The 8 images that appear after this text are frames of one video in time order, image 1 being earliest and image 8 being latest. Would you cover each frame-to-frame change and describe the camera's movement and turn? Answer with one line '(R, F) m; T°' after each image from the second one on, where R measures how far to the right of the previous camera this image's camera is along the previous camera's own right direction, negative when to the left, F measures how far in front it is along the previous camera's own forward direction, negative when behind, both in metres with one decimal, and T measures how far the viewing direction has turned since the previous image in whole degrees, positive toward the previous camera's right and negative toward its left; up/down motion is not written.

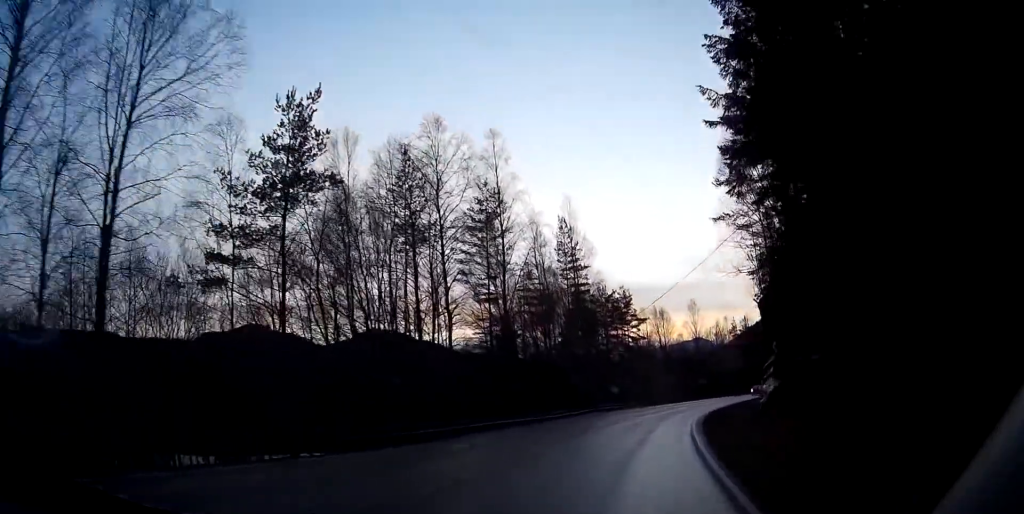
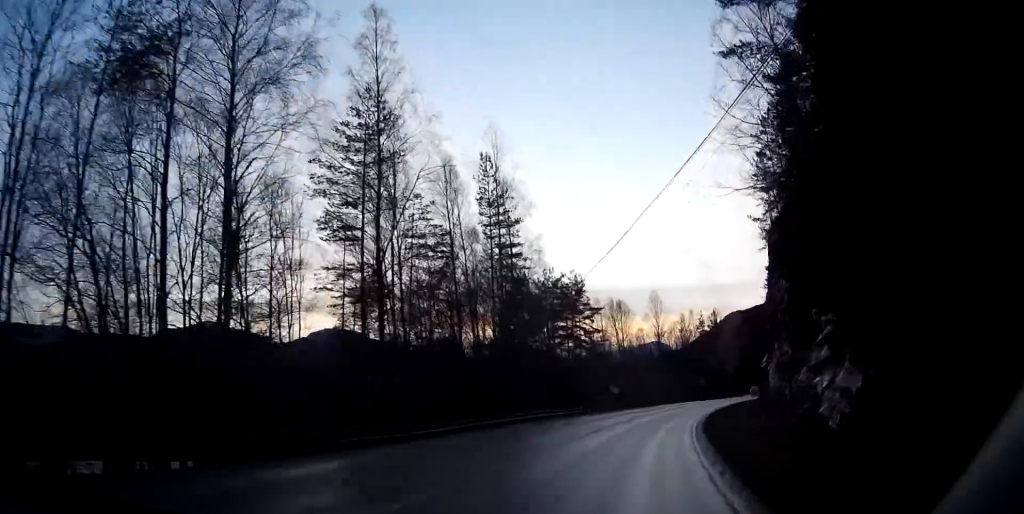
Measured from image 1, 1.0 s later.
(+0.7, +18.1) m; +3°
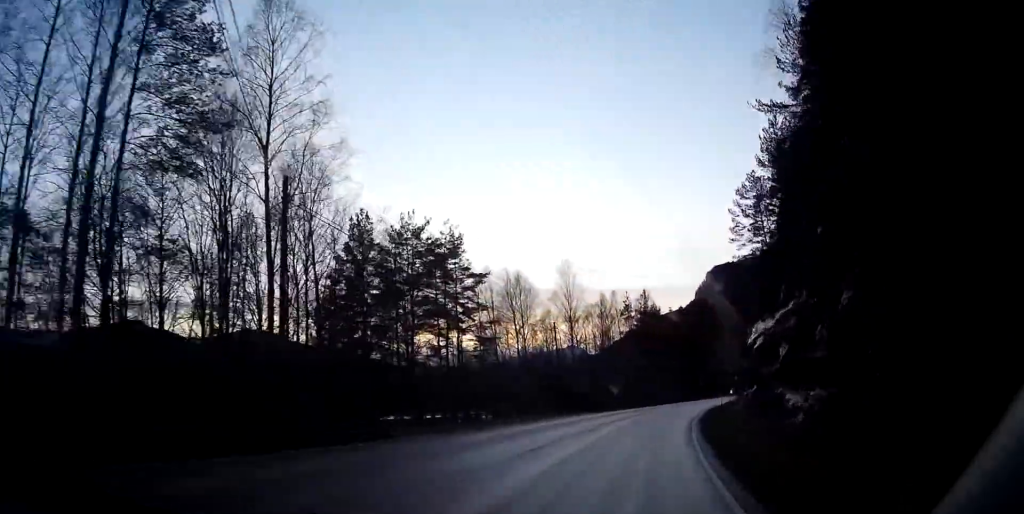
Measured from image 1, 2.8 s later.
(+0.5, +31.1) m; +2°
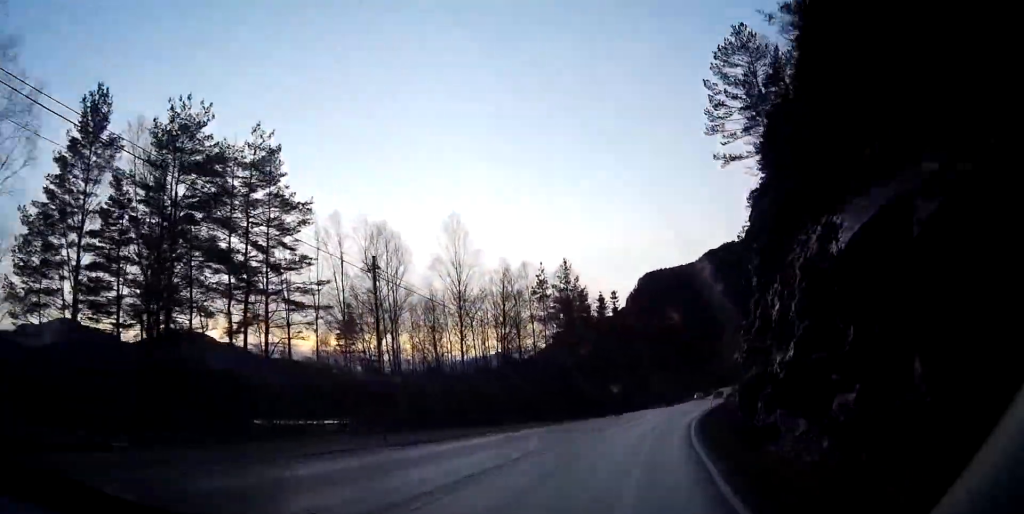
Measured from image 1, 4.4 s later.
(+0.4, +27.7) m; +4°
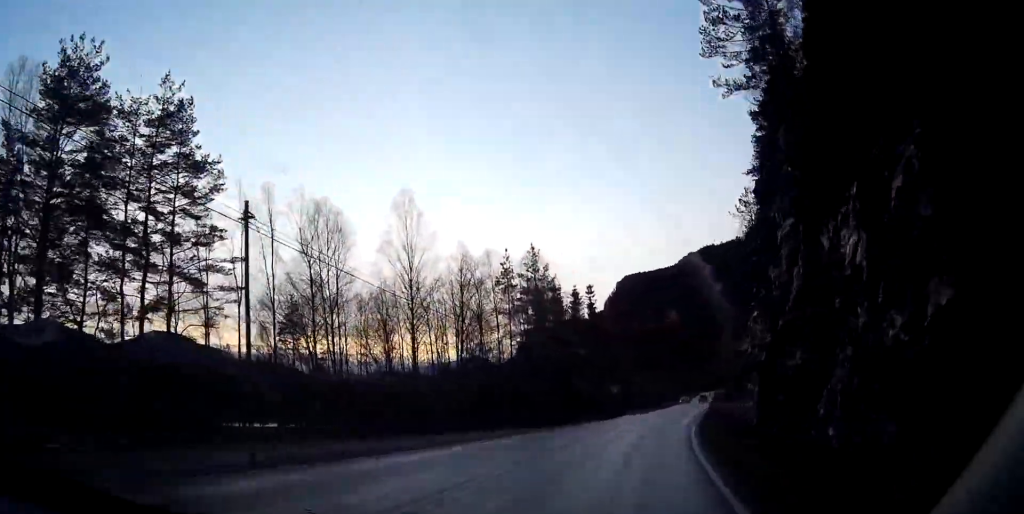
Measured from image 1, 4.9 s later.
(+0.2, +8.8) m; +2°
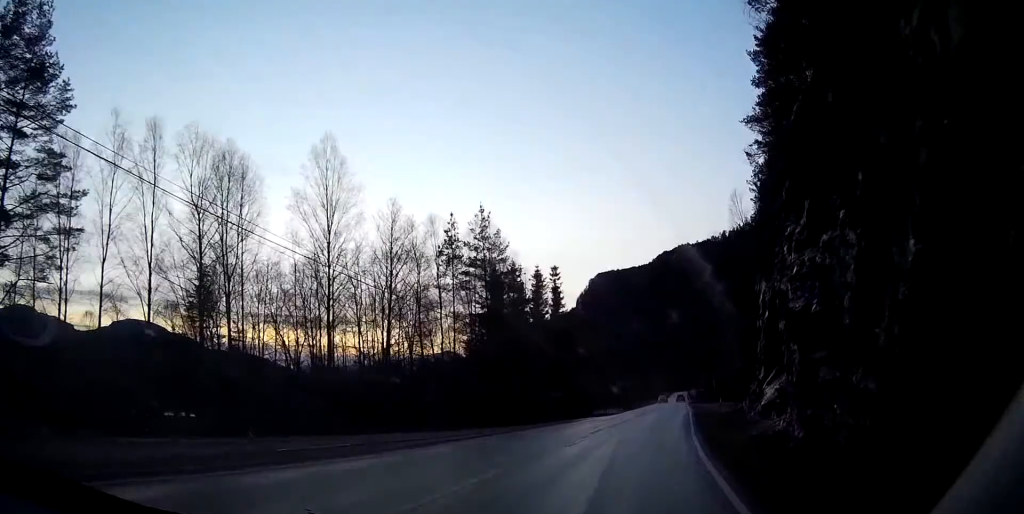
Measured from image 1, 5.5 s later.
(+0.5, +12.1) m; +3°
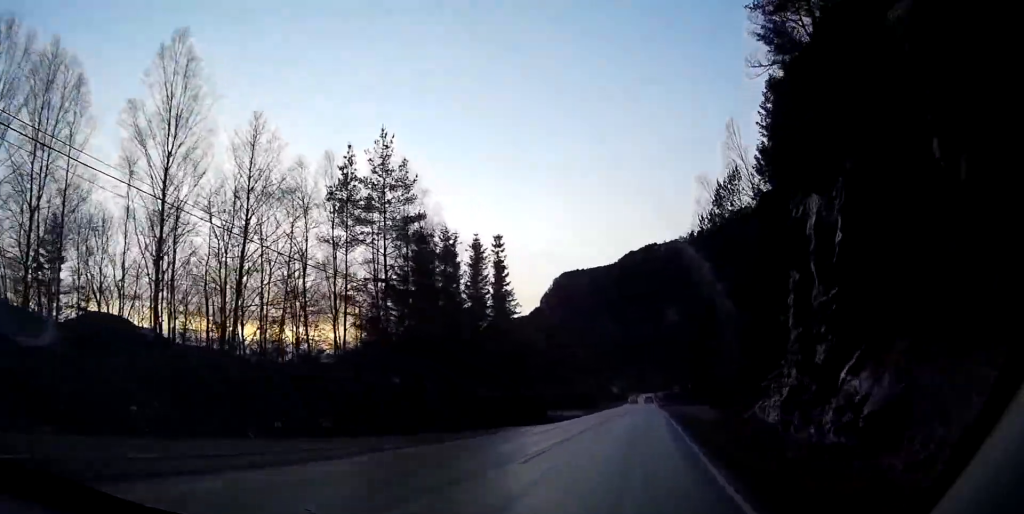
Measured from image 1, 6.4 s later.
(+0.3, +16.2) m; +1°
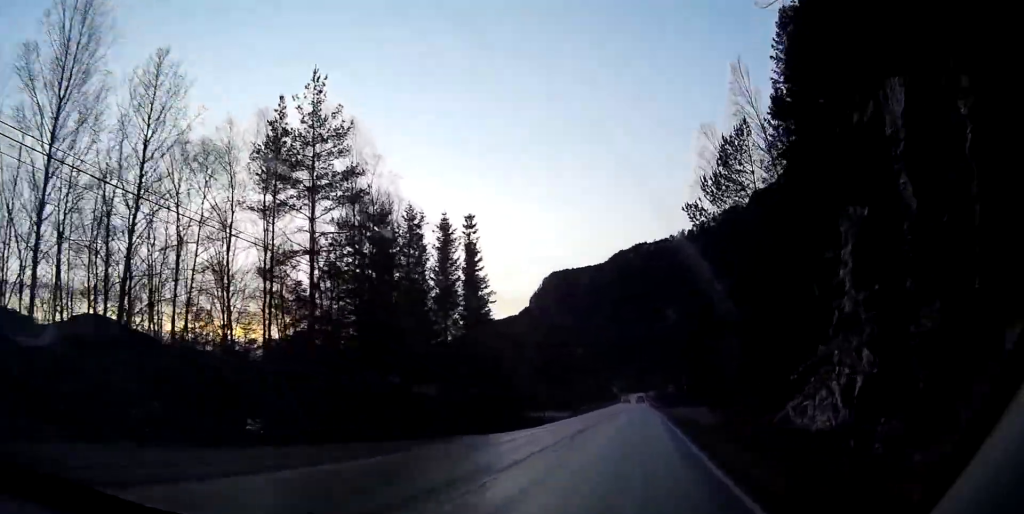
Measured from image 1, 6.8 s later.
(0.0, +8.1) m; 0°
